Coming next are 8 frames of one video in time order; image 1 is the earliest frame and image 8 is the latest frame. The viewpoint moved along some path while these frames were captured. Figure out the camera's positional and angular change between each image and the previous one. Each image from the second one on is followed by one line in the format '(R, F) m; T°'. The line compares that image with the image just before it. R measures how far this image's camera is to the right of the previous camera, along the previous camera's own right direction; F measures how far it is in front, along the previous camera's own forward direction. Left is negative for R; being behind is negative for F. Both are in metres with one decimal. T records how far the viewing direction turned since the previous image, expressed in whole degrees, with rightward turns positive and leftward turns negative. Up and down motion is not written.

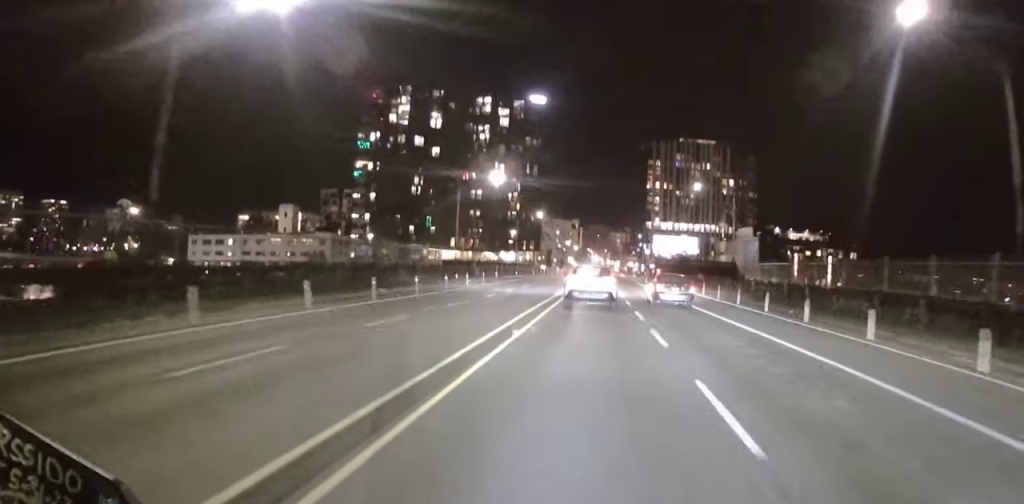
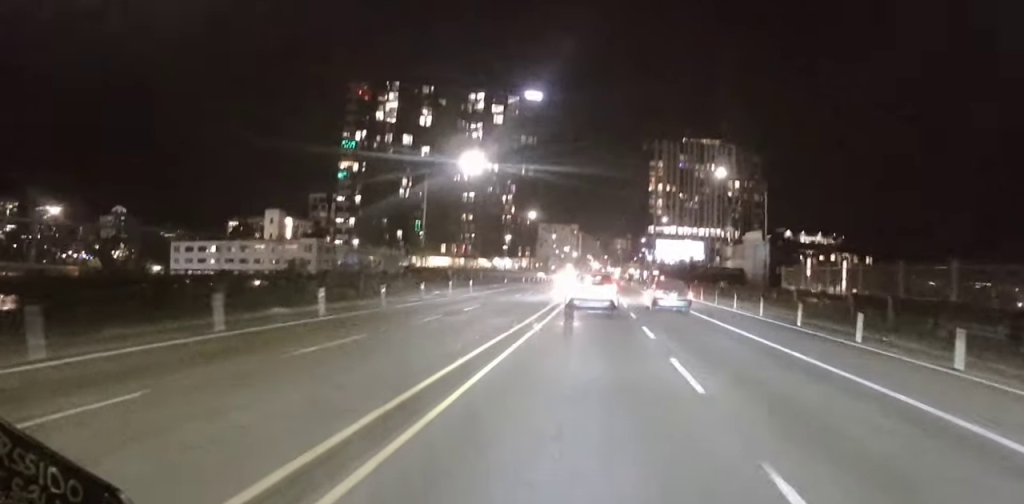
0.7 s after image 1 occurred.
(-0.1, +11.6) m; 0°
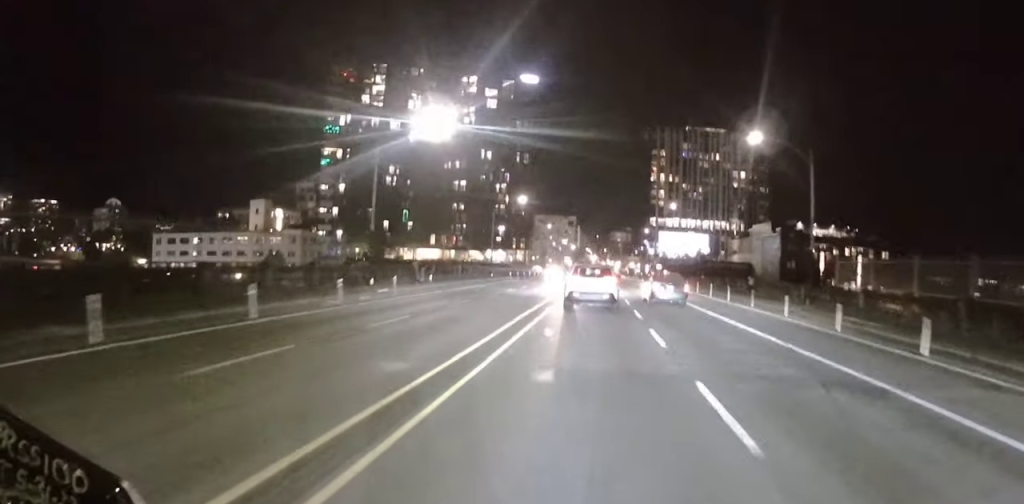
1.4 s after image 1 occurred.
(0.0, +10.9) m; +1°
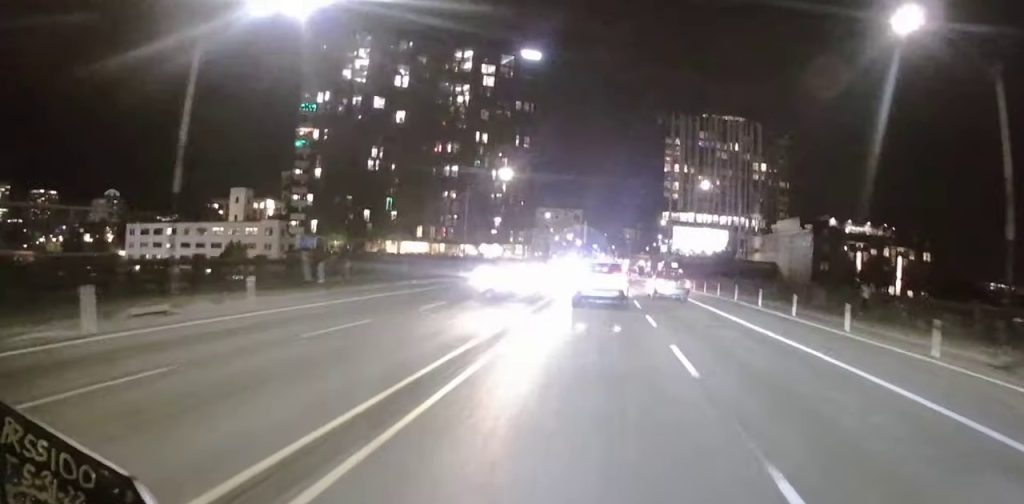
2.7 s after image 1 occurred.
(+0.4, +19.4) m; +1°
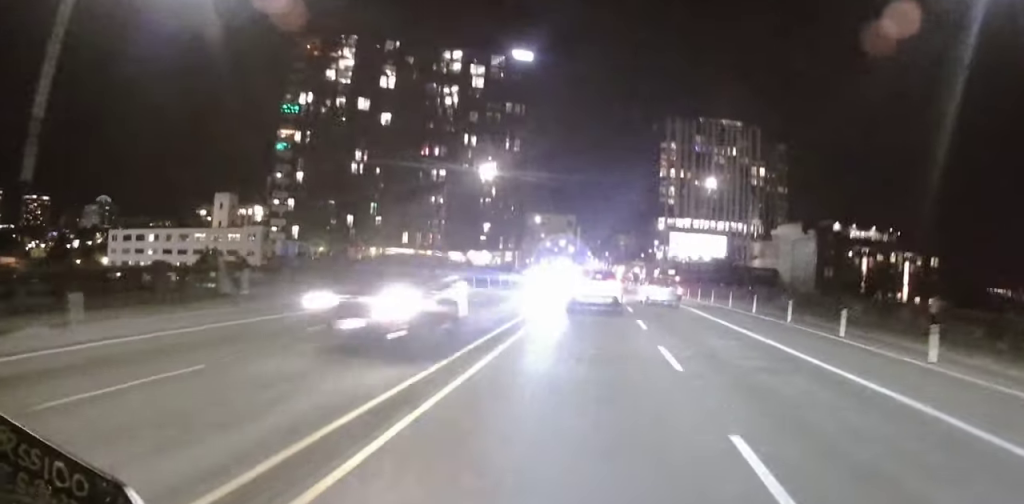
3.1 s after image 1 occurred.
(0.0, +6.5) m; 0°
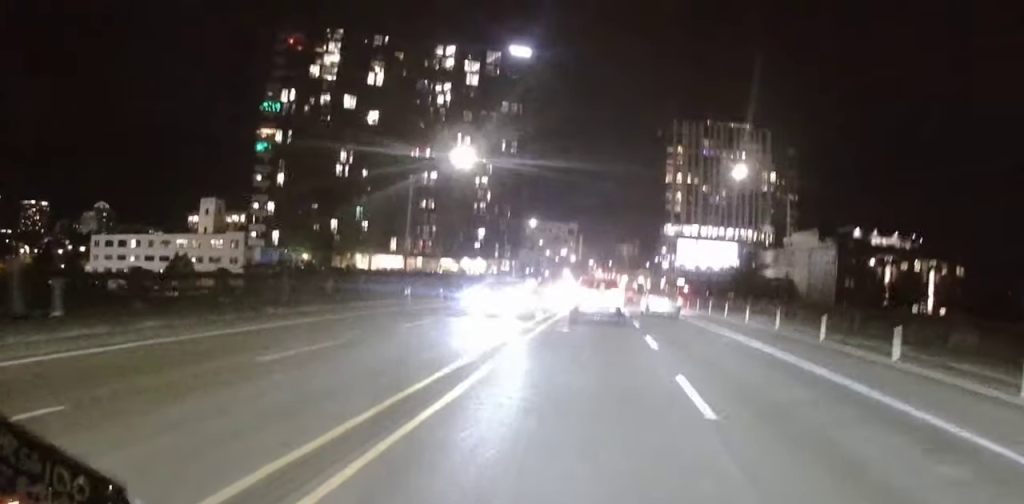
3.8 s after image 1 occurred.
(0.0, +10.4) m; 0°
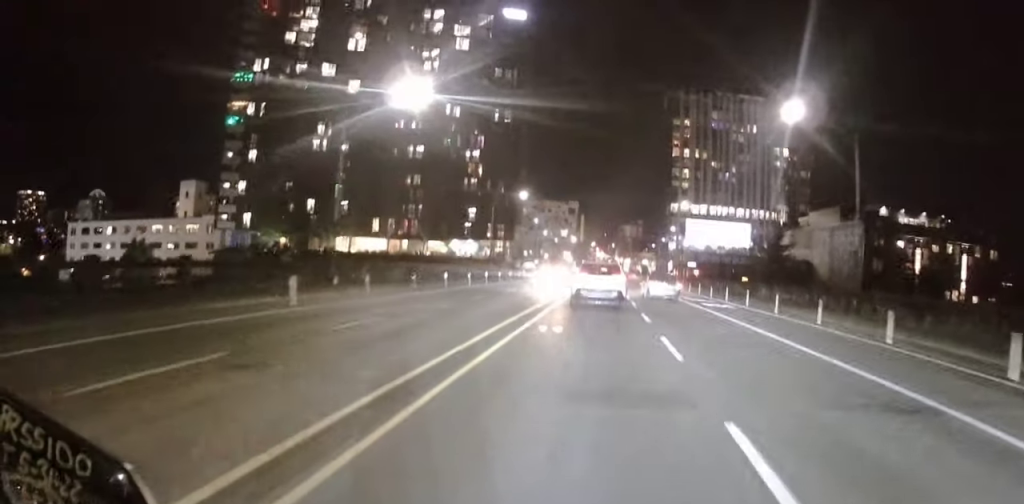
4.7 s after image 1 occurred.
(+0.1, +12.2) m; +1°
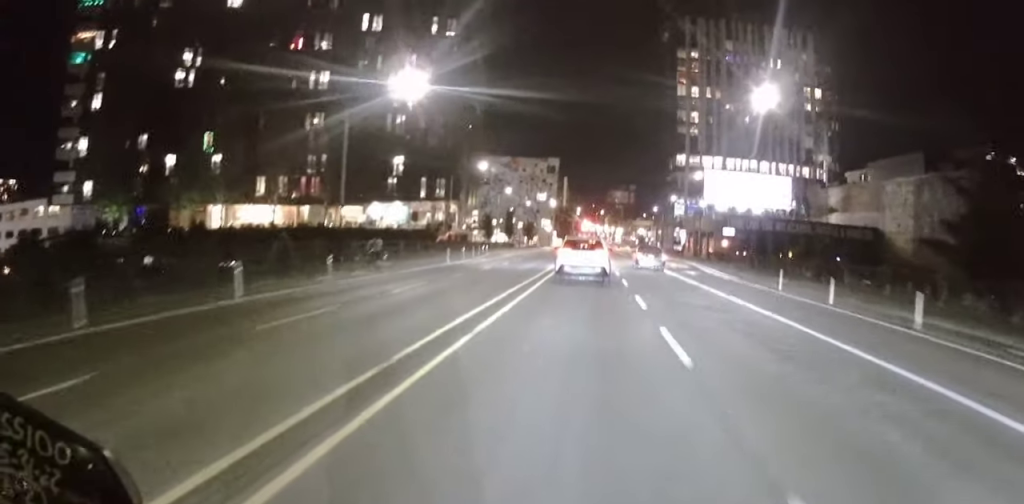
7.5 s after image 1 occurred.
(-0.4, +39.5) m; +1°
